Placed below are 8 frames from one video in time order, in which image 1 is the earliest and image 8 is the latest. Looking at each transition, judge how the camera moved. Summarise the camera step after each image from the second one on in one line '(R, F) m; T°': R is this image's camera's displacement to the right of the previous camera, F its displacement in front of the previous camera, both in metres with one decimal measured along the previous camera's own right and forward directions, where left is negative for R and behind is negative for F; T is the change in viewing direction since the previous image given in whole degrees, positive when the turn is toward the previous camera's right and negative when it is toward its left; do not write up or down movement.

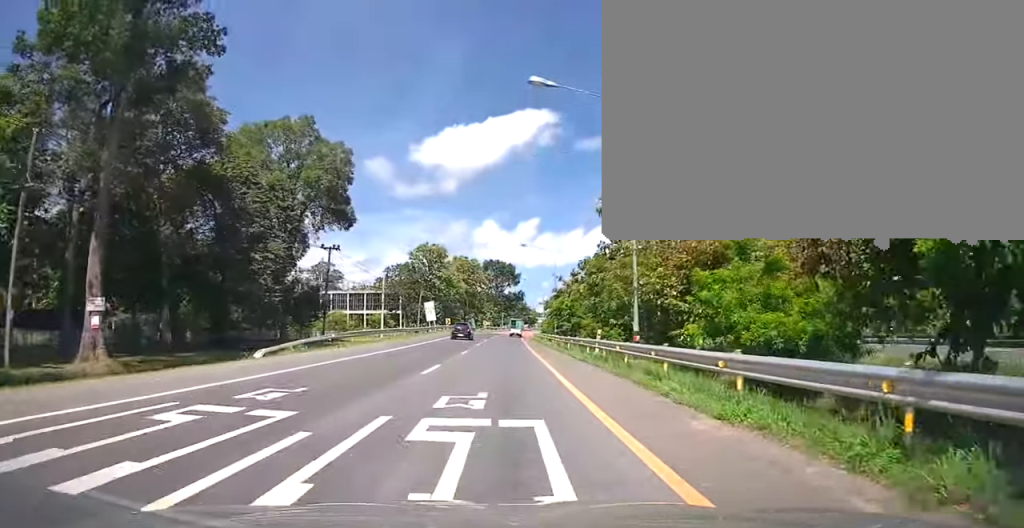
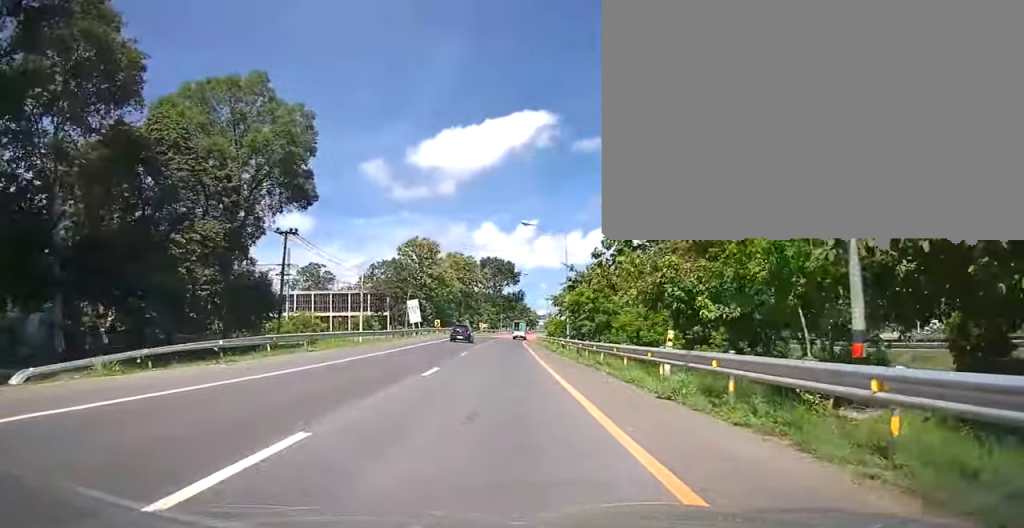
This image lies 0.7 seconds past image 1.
(0.0, +11.9) m; 0°
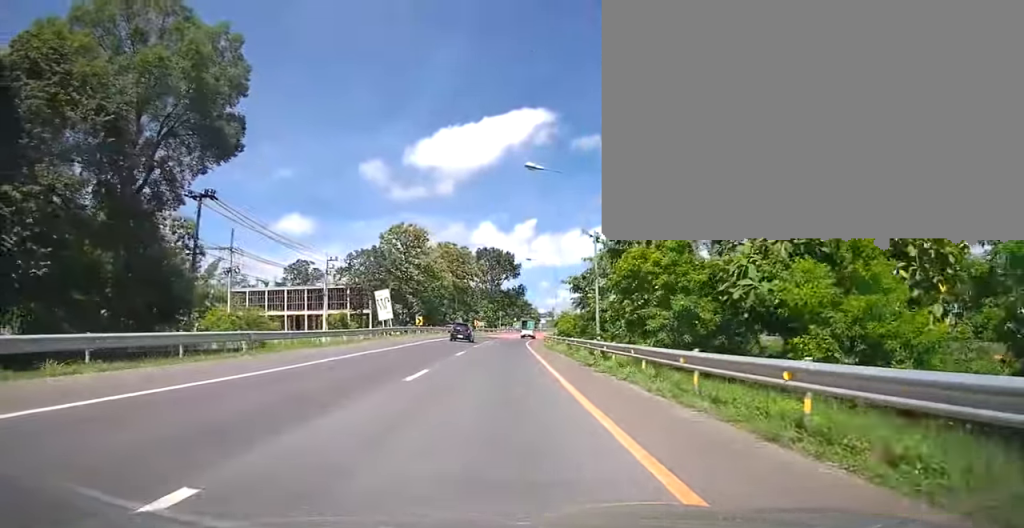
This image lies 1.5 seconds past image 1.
(-0.1, +14.4) m; 0°
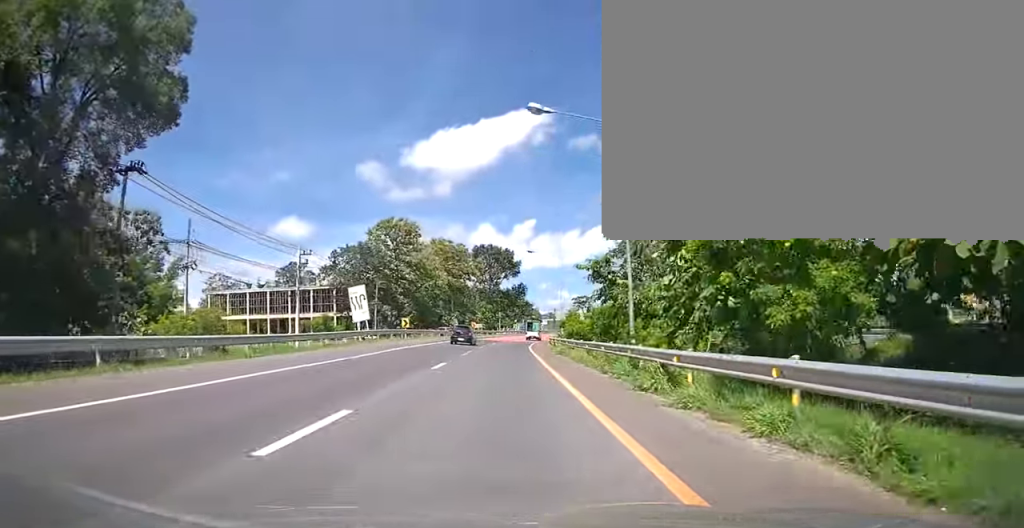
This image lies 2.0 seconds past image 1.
(0.0, +7.7) m; 0°
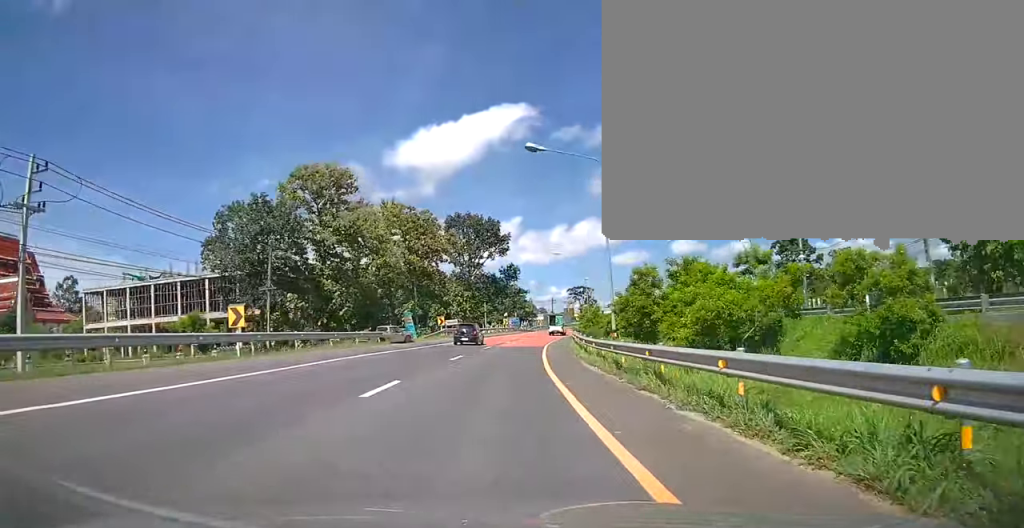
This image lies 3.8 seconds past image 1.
(0.0, +31.3) m; 0°
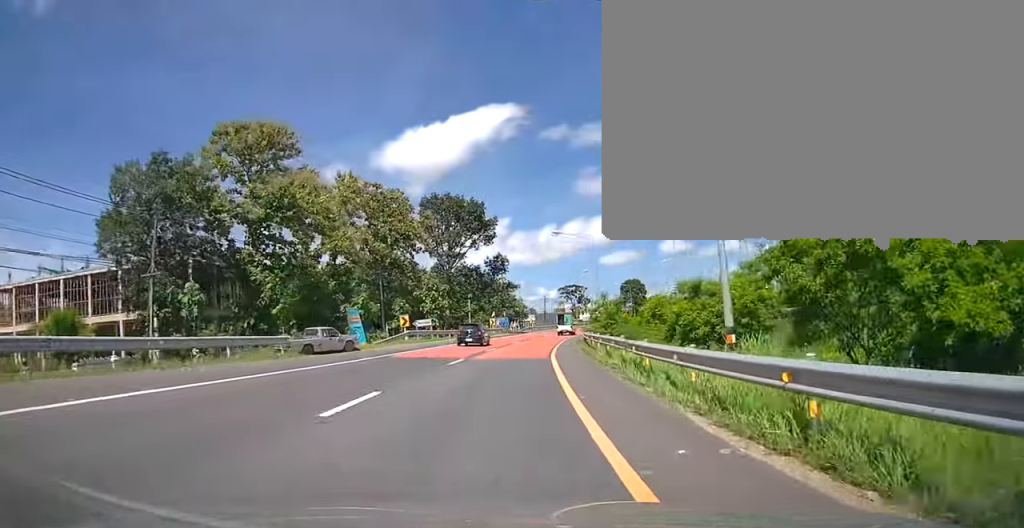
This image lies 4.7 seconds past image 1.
(0.0, +14.3) m; +1°
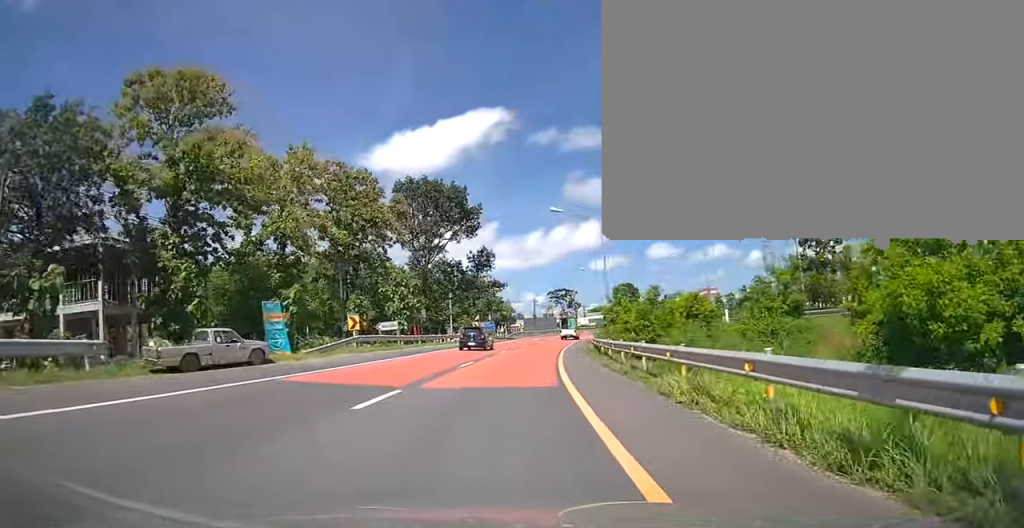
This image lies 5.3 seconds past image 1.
(0.0, +10.8) m; +2°
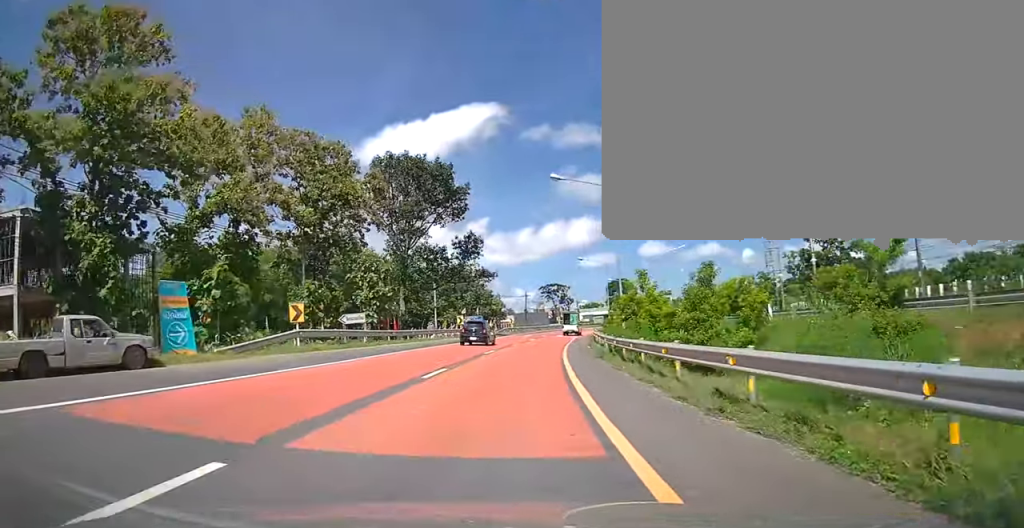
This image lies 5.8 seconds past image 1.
(+0.2, +7.3) m; +1°
